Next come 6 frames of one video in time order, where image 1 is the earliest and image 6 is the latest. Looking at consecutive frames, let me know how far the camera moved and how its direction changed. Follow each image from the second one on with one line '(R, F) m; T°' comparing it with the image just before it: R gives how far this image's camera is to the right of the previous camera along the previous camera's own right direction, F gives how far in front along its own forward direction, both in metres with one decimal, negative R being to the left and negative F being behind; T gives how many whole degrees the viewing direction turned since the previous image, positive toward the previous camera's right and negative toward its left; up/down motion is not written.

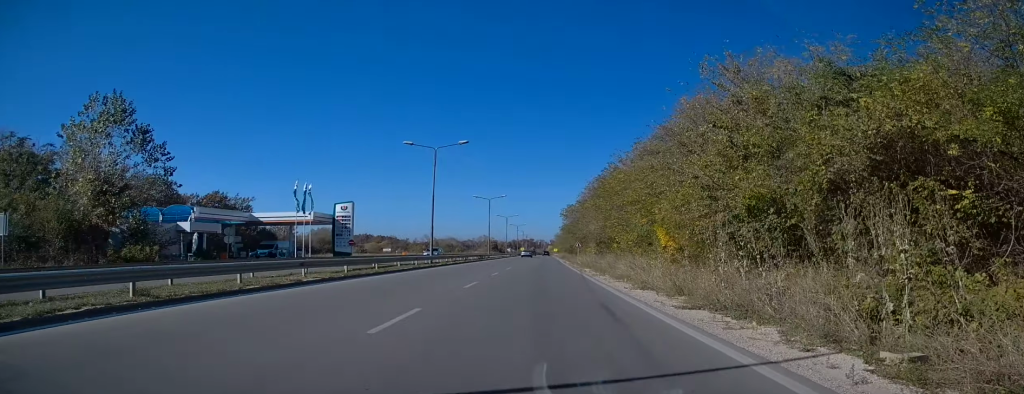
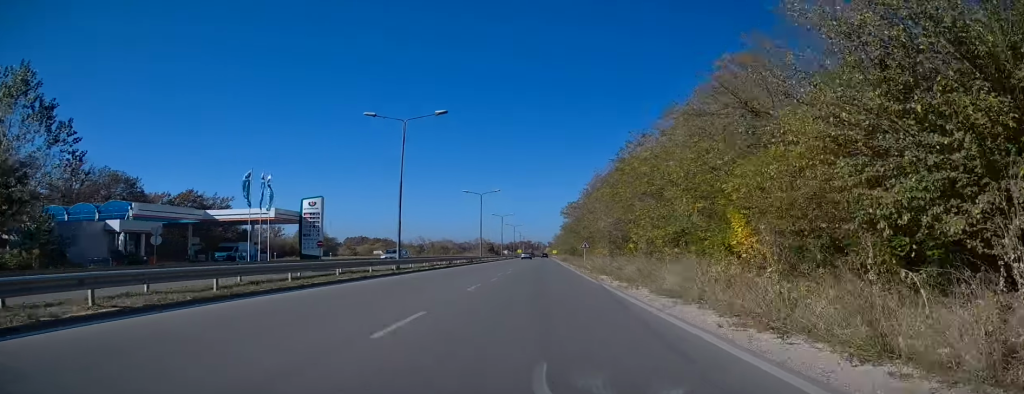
(+0.1, +9.2) m; 0°
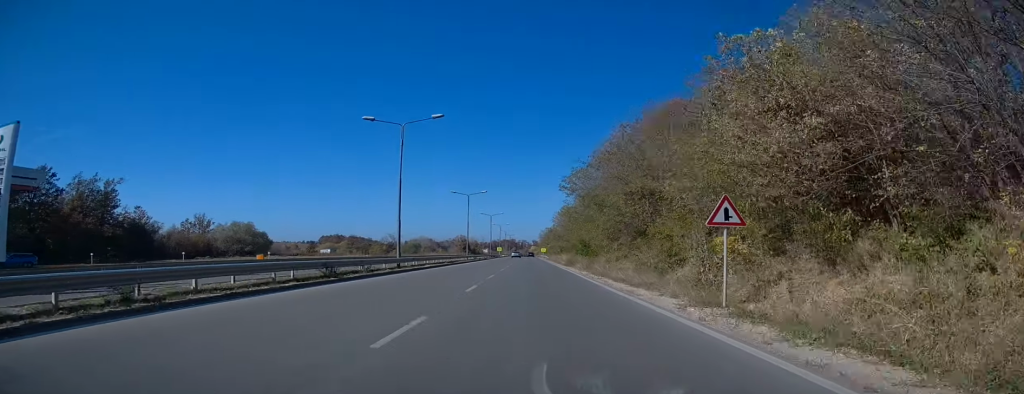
(+0.8, +36.9) m; +3°
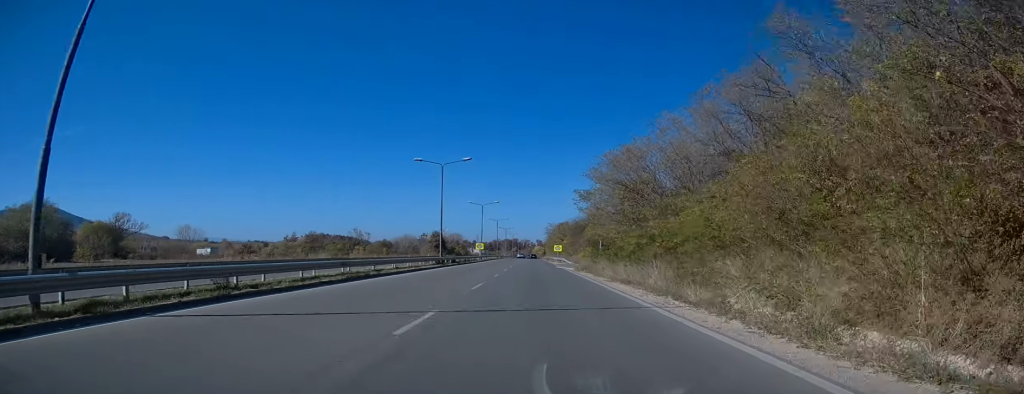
(+0.6, +62.7) m; +1°
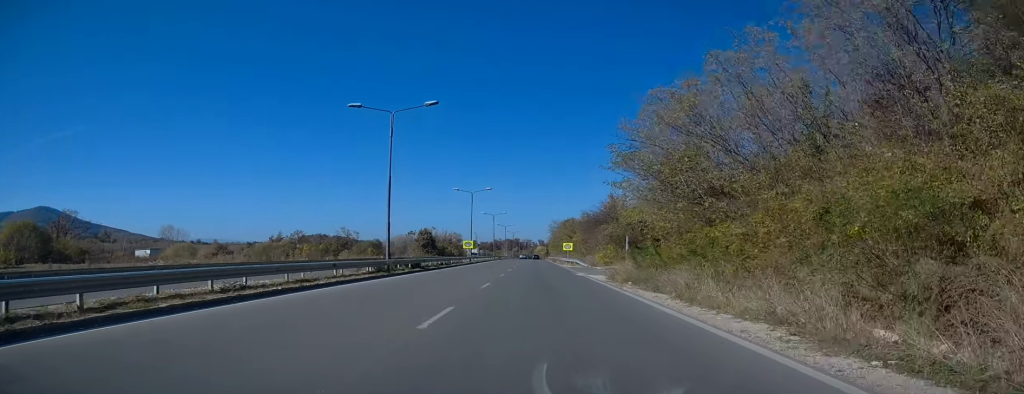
(0.0, +17.5) m; 0°
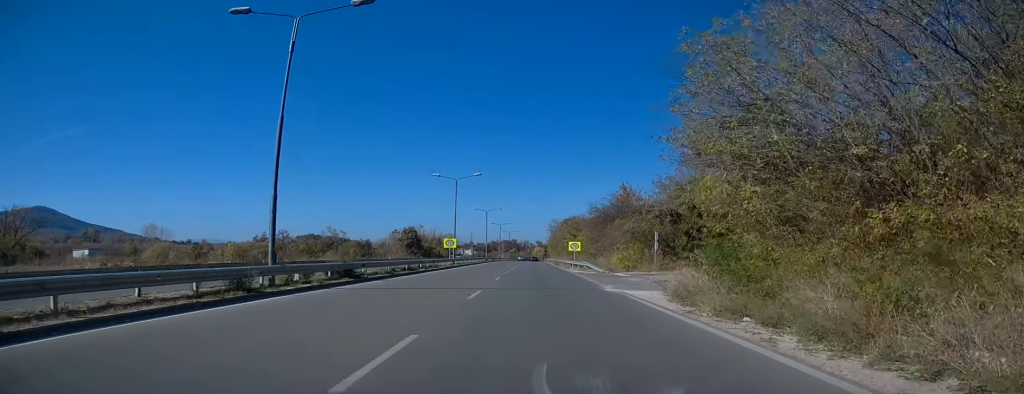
(+0.1, +12.6) m; 0°
